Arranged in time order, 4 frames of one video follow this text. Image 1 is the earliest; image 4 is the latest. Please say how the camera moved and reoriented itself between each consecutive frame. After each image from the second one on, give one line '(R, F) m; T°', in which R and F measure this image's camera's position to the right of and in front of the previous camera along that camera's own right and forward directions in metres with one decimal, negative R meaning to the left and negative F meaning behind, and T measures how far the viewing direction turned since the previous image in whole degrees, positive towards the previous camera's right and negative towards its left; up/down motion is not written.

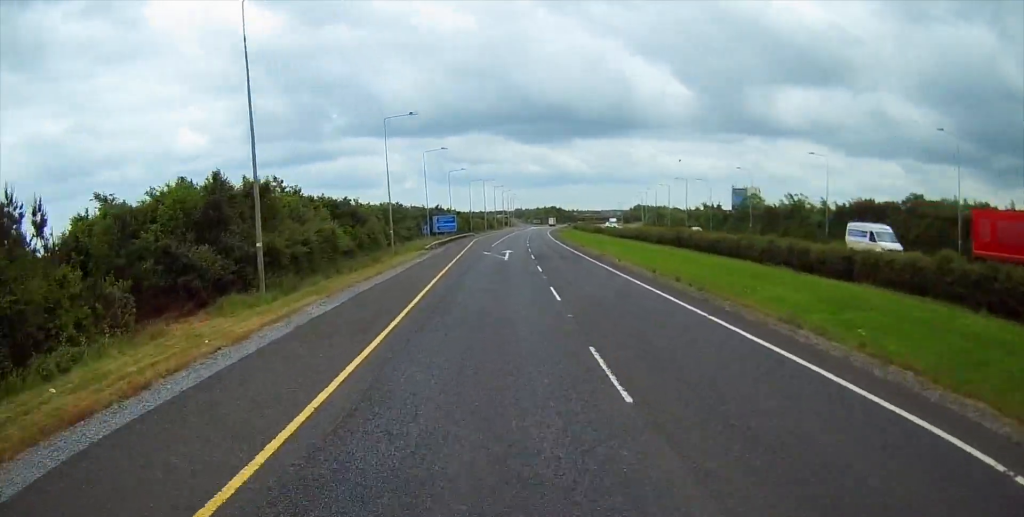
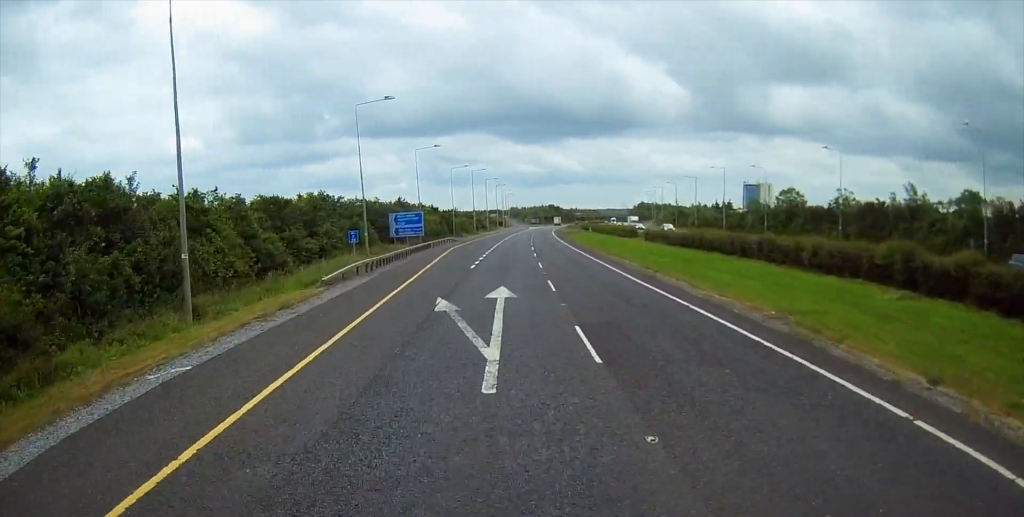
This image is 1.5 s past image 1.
(+0.7, +33.7) m; +2°
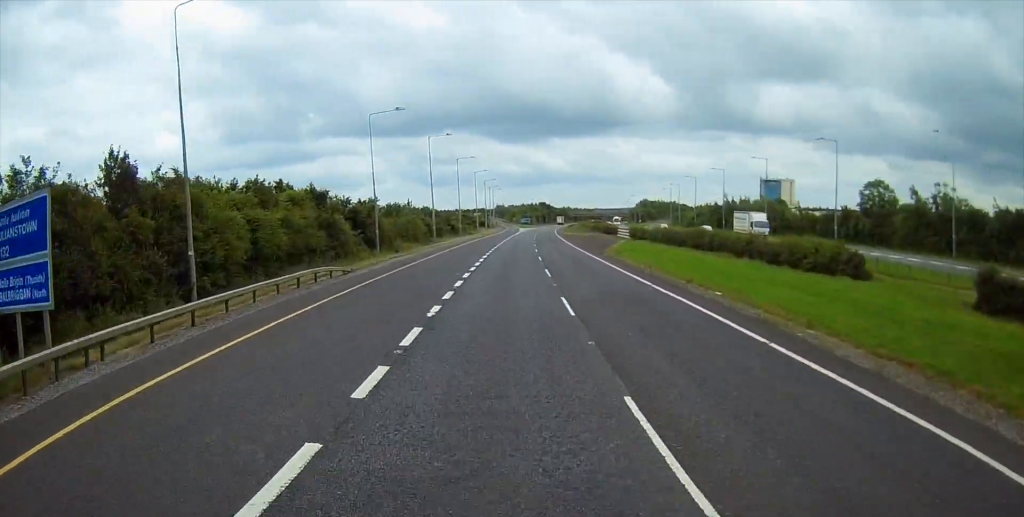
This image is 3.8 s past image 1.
(0.0, +54.9) m; +1°
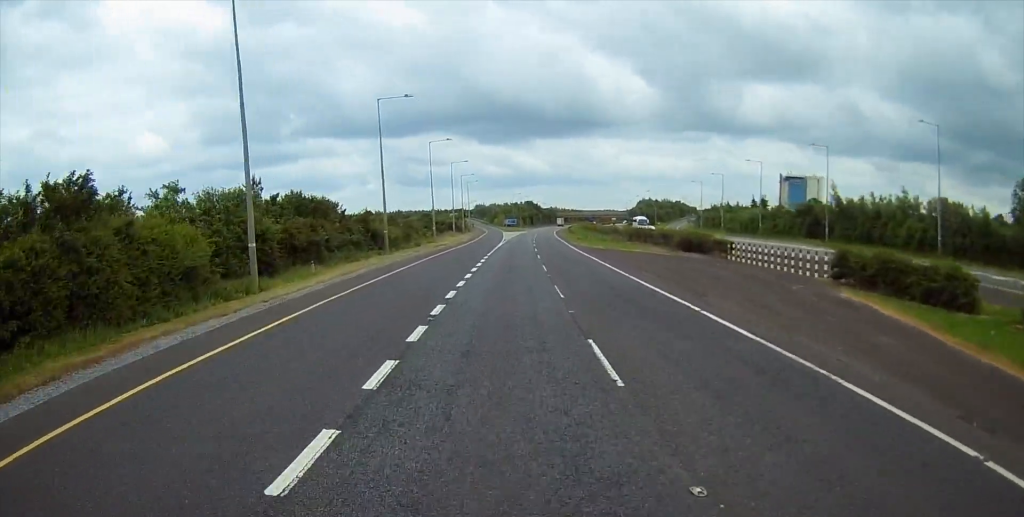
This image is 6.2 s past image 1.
(+0.3, +55.5) m; 0°
